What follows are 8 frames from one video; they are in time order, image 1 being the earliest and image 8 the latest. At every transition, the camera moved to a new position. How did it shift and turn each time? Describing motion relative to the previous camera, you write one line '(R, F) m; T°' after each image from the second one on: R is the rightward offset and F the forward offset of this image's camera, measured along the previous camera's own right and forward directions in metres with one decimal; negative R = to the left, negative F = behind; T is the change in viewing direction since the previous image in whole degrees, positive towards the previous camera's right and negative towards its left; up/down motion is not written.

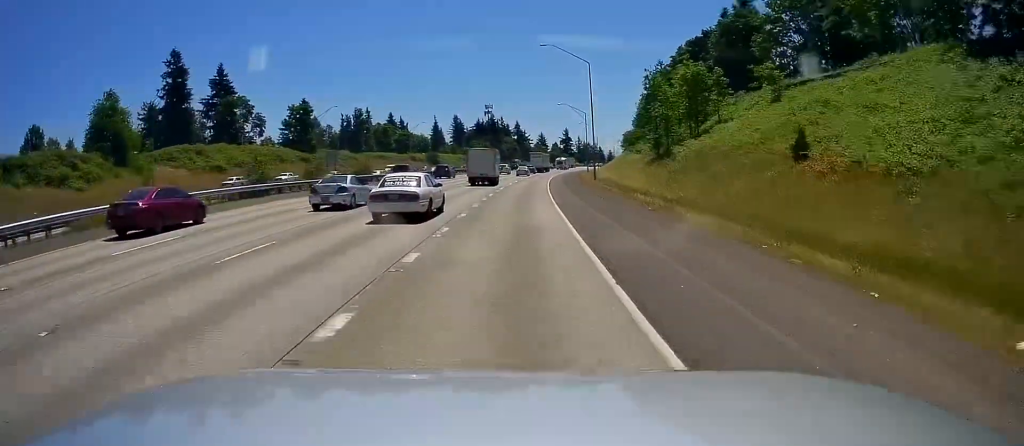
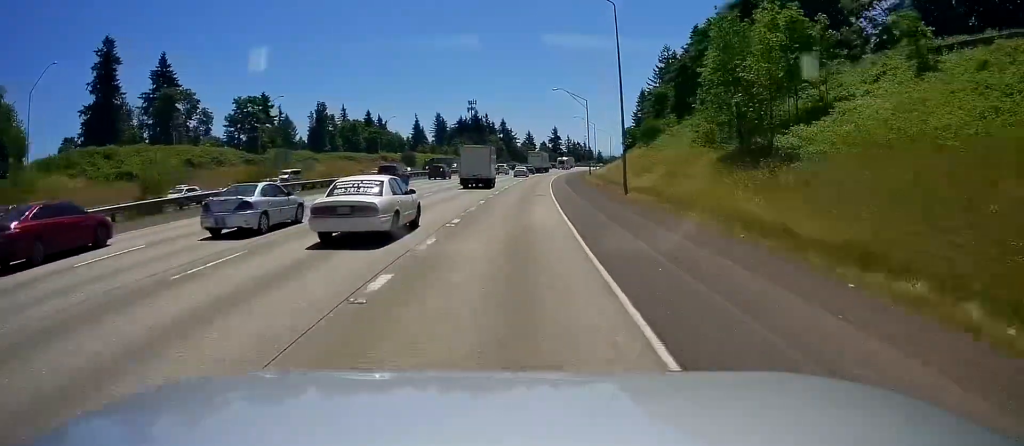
(+0.2, +25.9) m; 0°
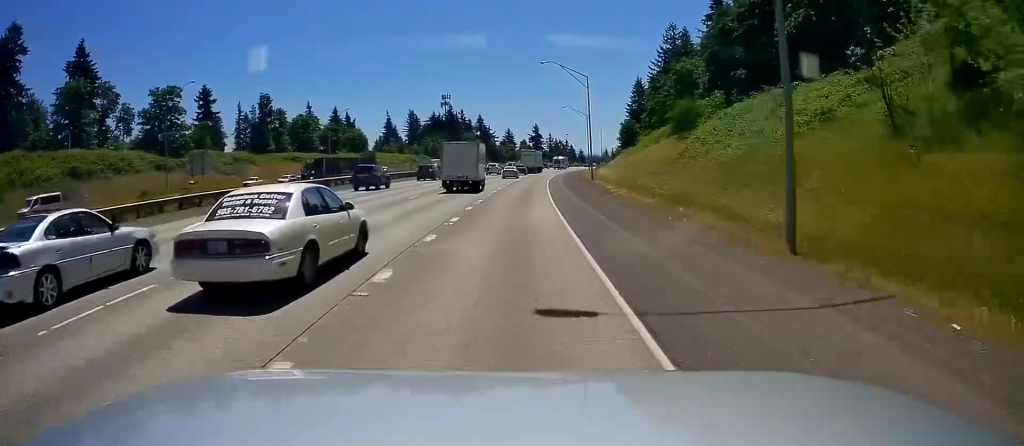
(+0.2, +27.7) m; +2°
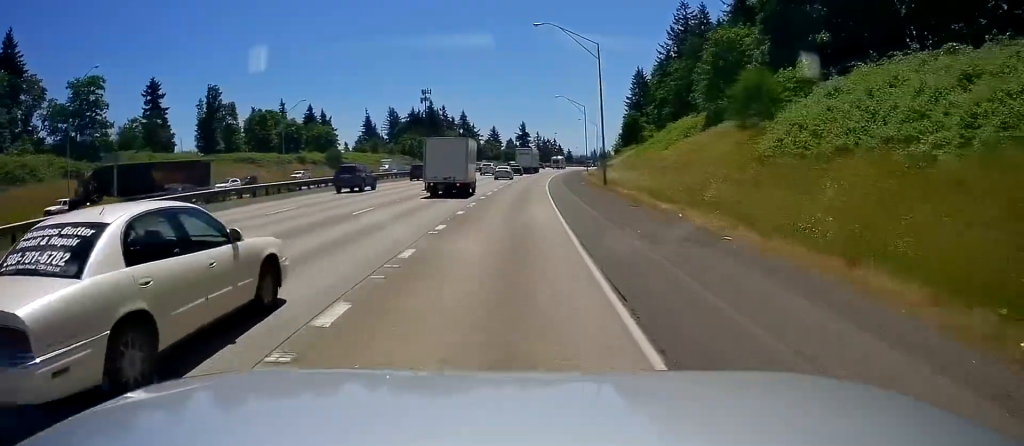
(+0.5, +21.4) m; +1°
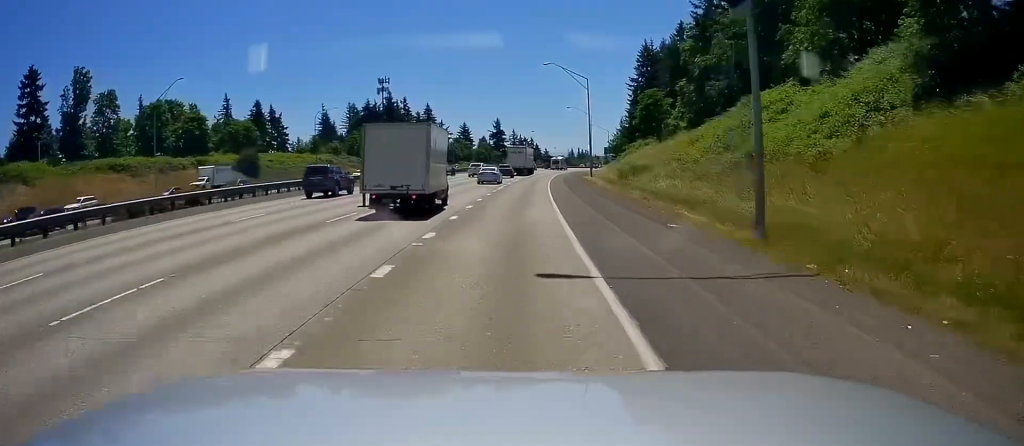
(0.0, +39.5) m; +3°
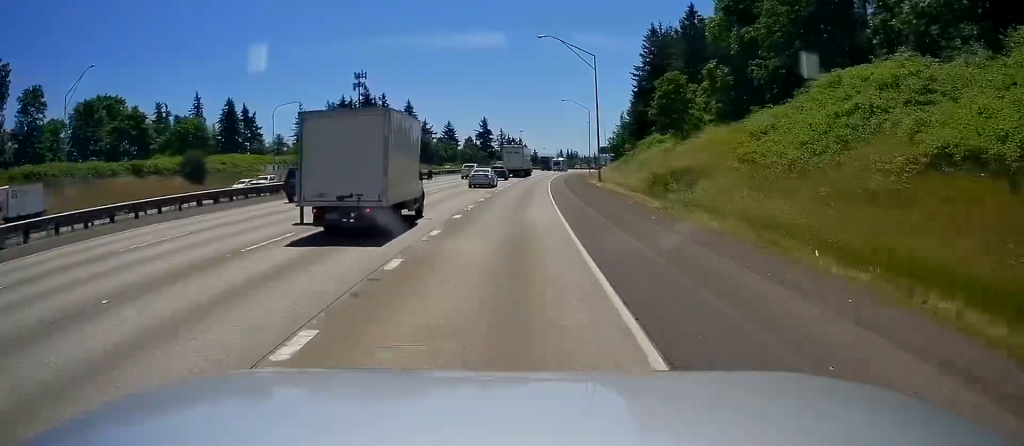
(+1.0, +17.9) m; +1°
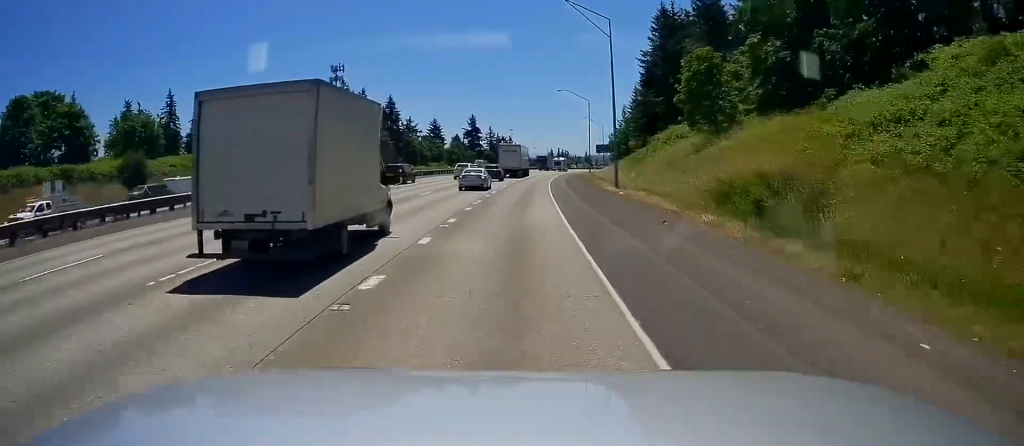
(0.0, +15.6) m; +1°
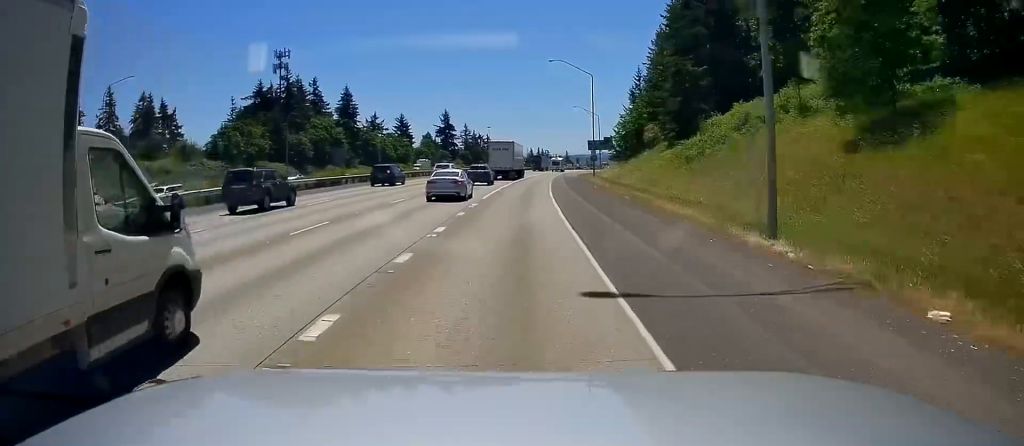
(+0.2, +30.5) m; +2°
